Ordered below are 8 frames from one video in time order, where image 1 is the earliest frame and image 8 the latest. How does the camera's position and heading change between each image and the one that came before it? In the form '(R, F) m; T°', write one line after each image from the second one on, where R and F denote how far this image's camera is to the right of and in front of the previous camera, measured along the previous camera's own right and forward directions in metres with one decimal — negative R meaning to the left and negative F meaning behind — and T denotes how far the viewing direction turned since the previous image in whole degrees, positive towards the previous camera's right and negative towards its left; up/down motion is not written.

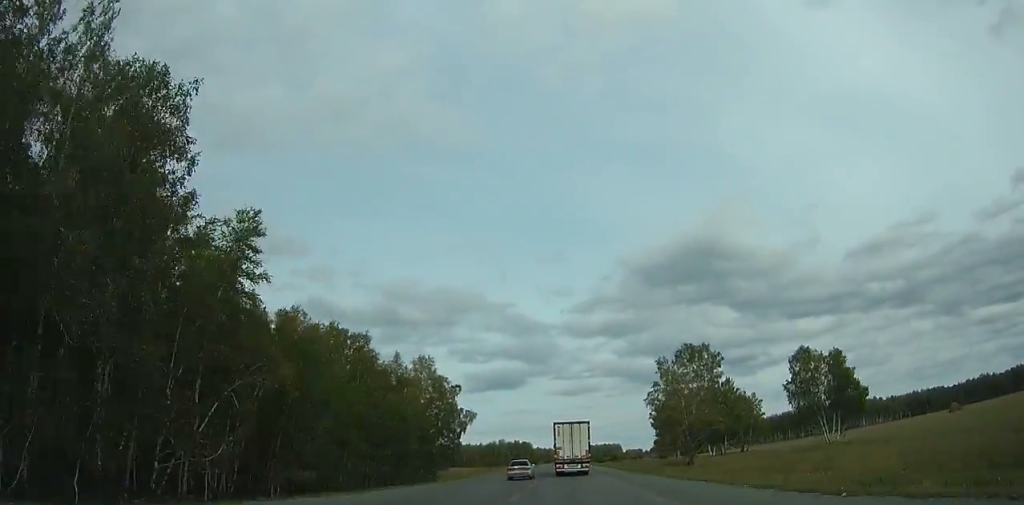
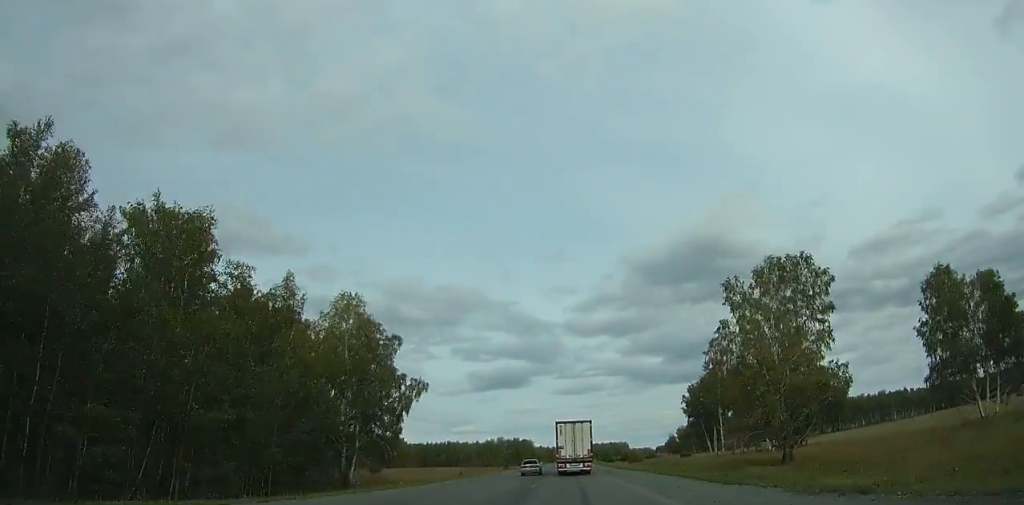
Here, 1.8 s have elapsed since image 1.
(+0.1, +38.9) m; 0°
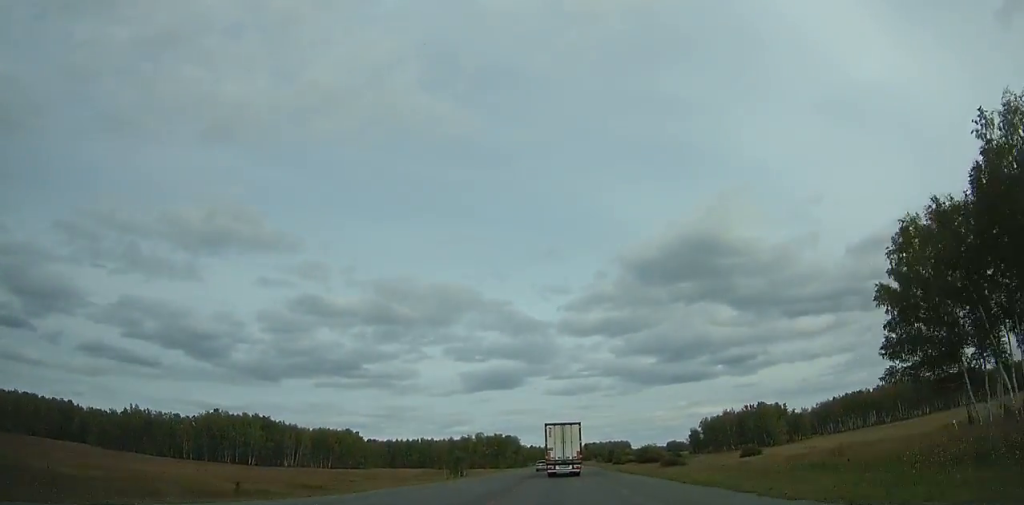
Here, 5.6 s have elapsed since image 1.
(+0.2, +83.9) m; 0°
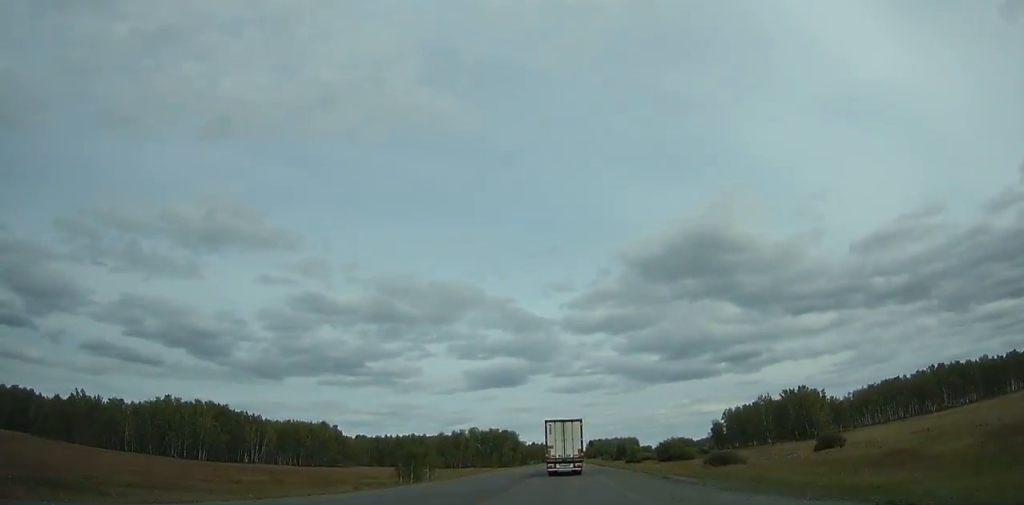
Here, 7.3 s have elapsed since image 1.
(0.0, +38.0) m; 0°
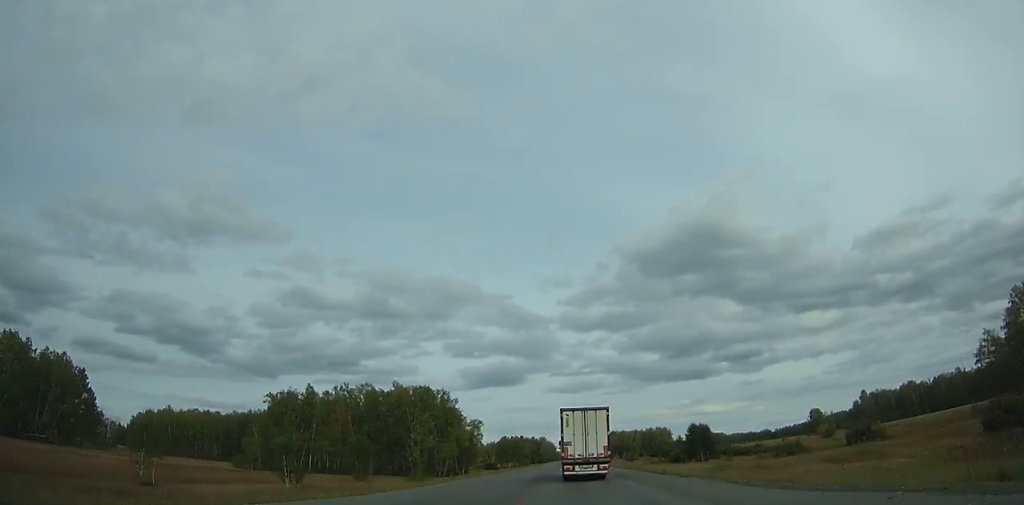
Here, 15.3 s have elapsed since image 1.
(-0.8, +182.4) m; 0°
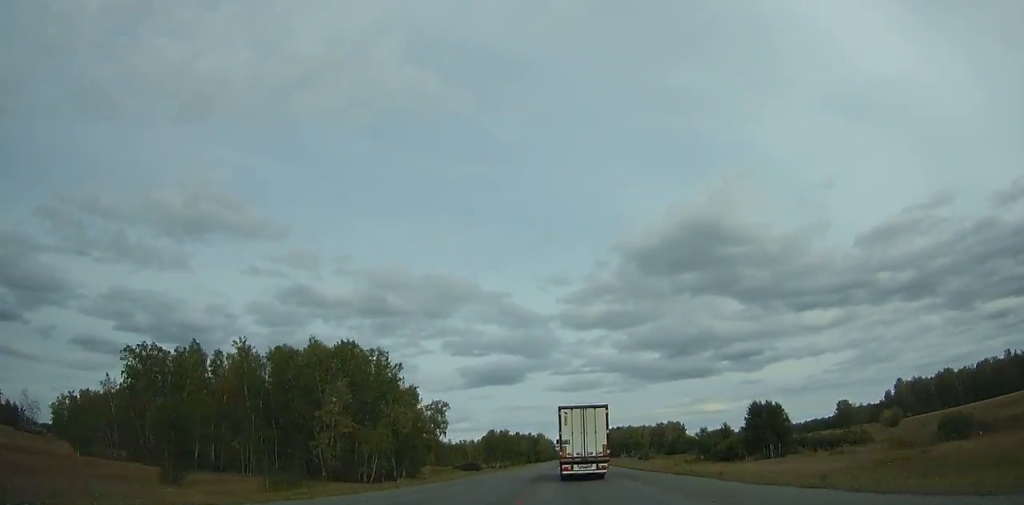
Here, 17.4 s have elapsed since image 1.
(+0.1, +47.0) m; 0°
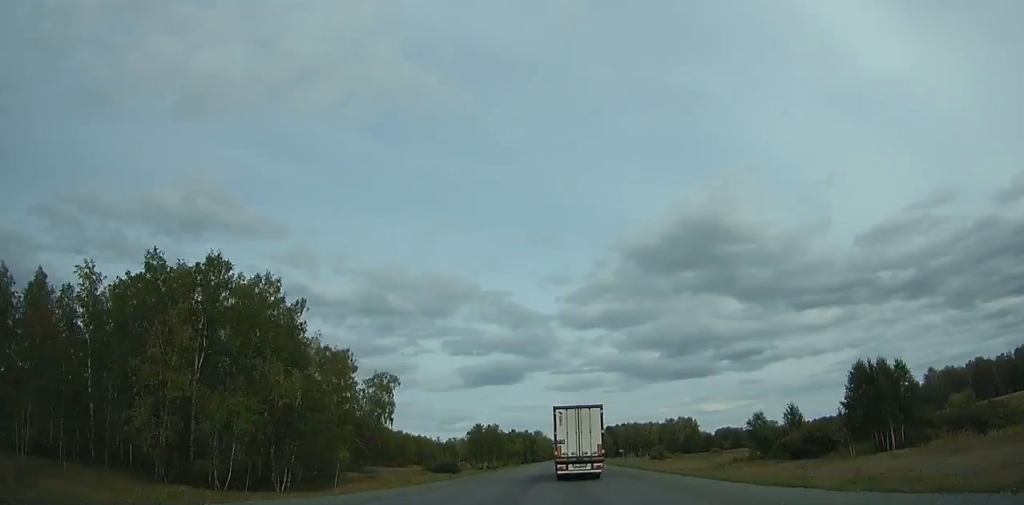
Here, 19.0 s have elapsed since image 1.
(0.0, +35.4) m; 0°
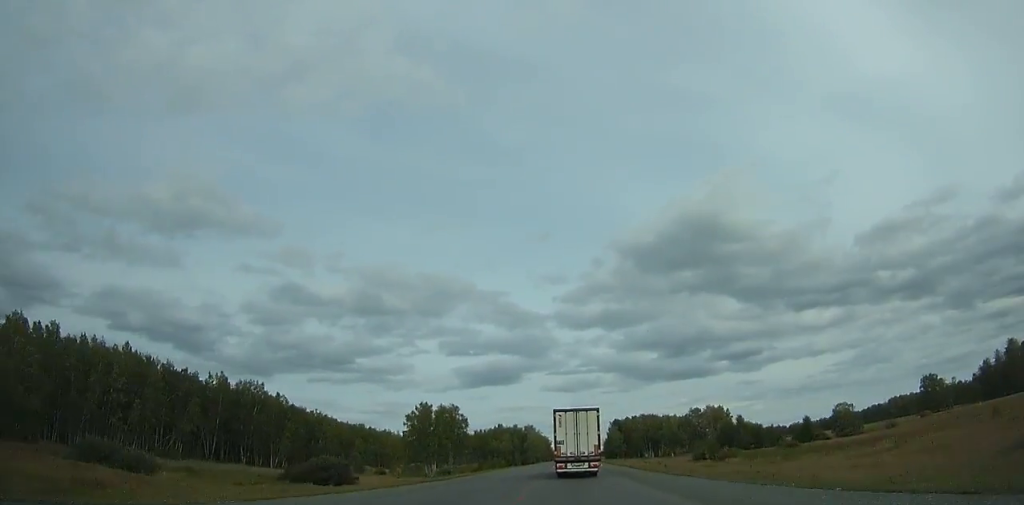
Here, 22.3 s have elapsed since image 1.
(0.0, +70.9) m; 0°
